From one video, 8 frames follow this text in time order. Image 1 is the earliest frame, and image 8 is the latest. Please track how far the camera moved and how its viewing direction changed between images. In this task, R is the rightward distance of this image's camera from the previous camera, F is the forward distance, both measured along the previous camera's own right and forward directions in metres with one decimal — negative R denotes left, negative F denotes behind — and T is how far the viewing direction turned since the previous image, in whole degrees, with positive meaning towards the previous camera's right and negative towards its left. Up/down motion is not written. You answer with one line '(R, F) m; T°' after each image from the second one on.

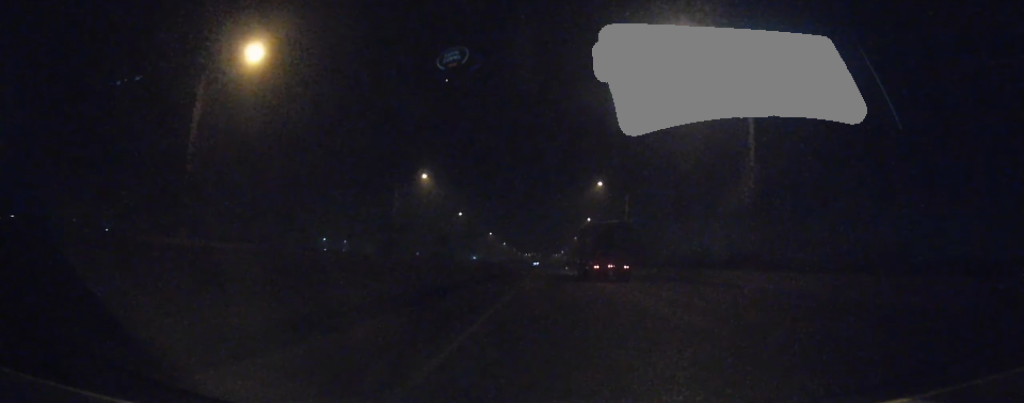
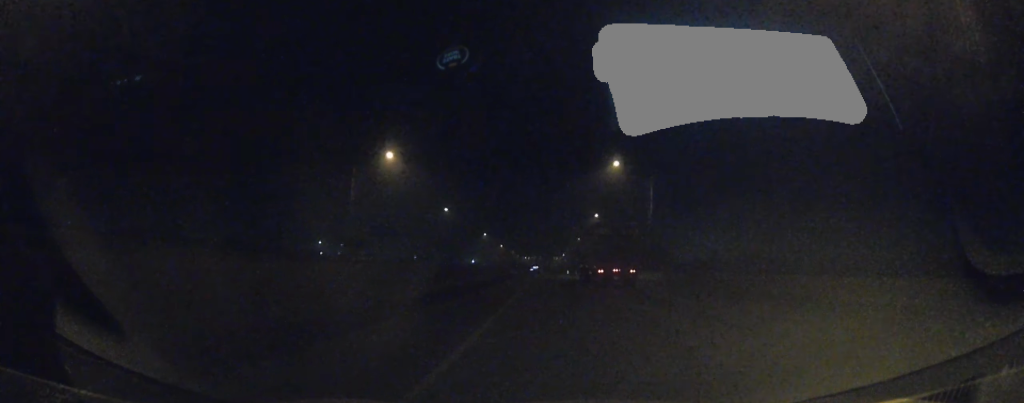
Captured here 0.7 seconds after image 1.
(+0.4, +22.8) m; 0°
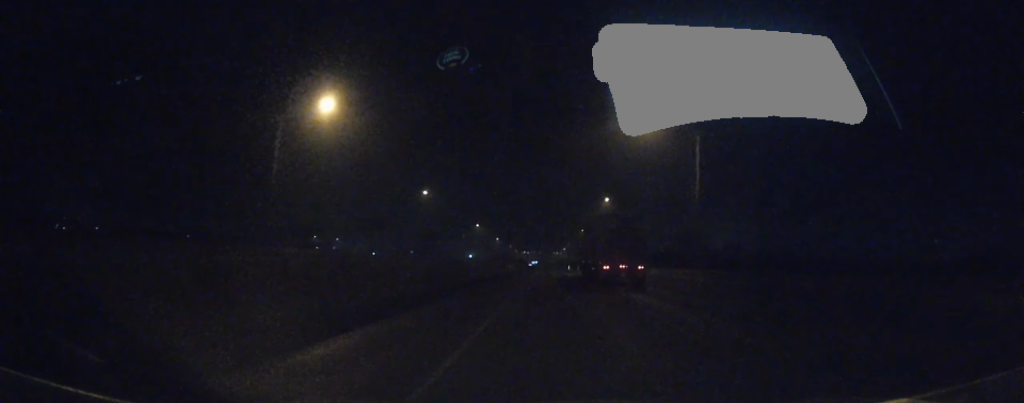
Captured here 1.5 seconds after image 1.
(-0.5, +22.8) m; -1°
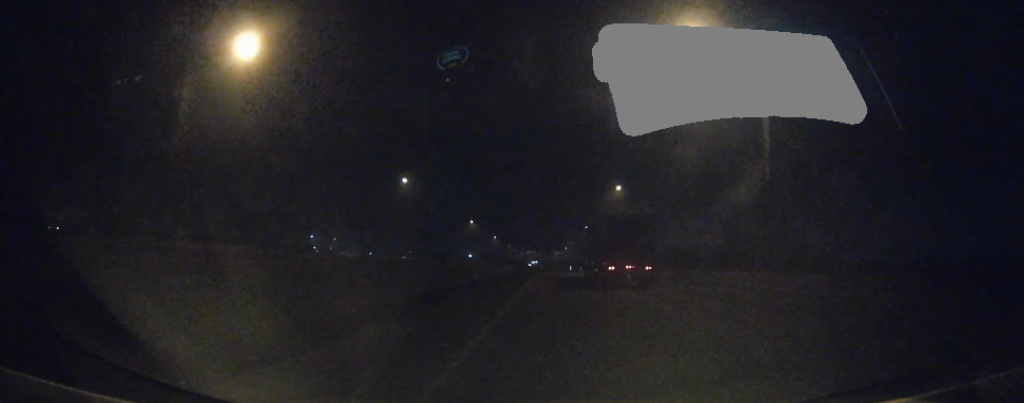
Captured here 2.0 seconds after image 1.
(-0.1, +16.7) m; 0°
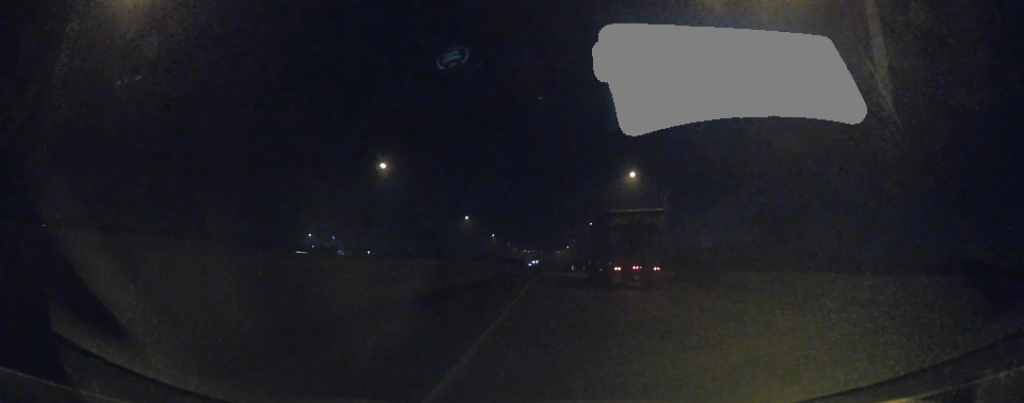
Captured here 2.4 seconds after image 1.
(0.0, +13.7) m; 0°
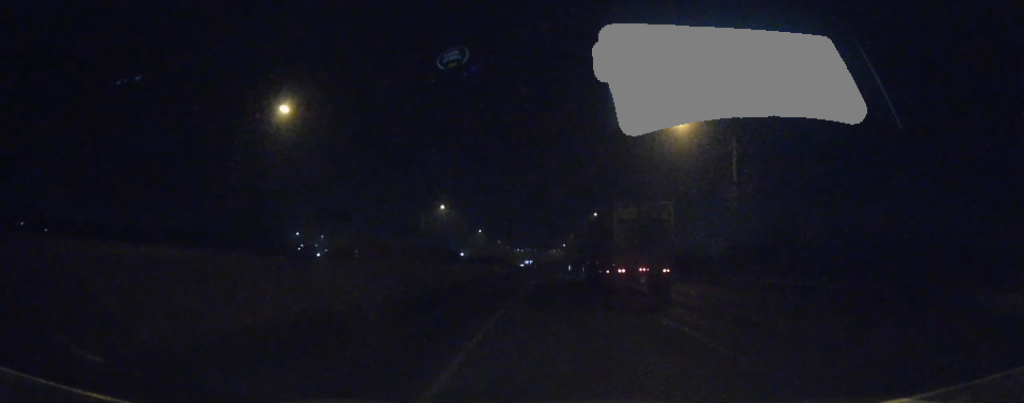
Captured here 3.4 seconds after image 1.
(0.0, +31.7) m; +1°
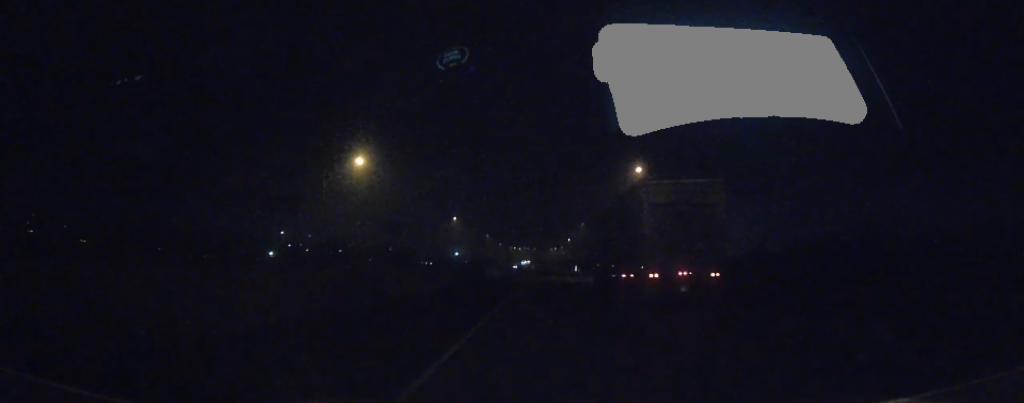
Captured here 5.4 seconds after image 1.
(+0.3, +62.3) m; 0°
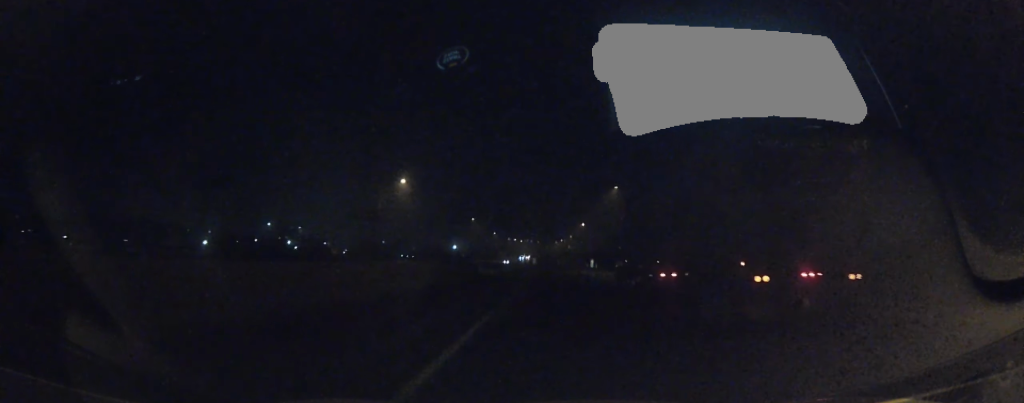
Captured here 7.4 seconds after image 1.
(+0.1, +64.0) m; -1°
